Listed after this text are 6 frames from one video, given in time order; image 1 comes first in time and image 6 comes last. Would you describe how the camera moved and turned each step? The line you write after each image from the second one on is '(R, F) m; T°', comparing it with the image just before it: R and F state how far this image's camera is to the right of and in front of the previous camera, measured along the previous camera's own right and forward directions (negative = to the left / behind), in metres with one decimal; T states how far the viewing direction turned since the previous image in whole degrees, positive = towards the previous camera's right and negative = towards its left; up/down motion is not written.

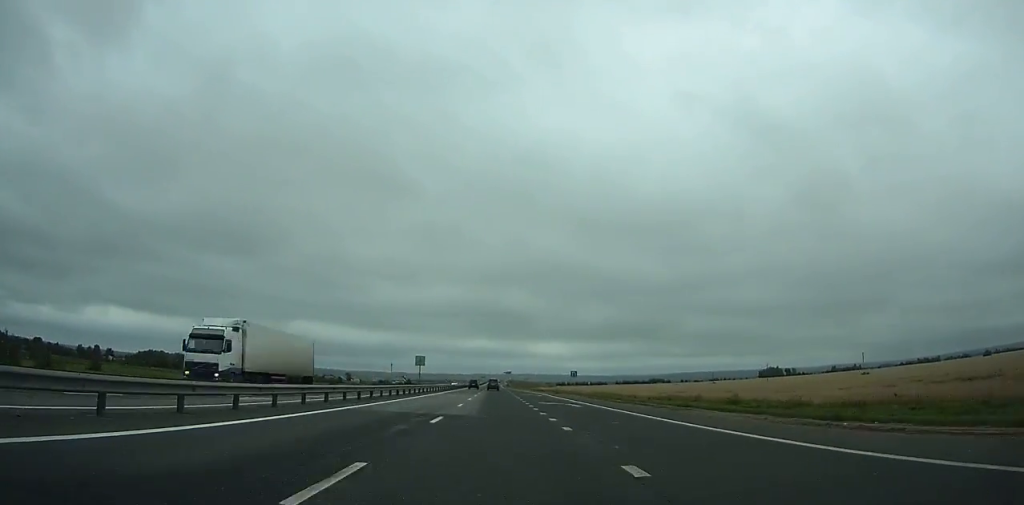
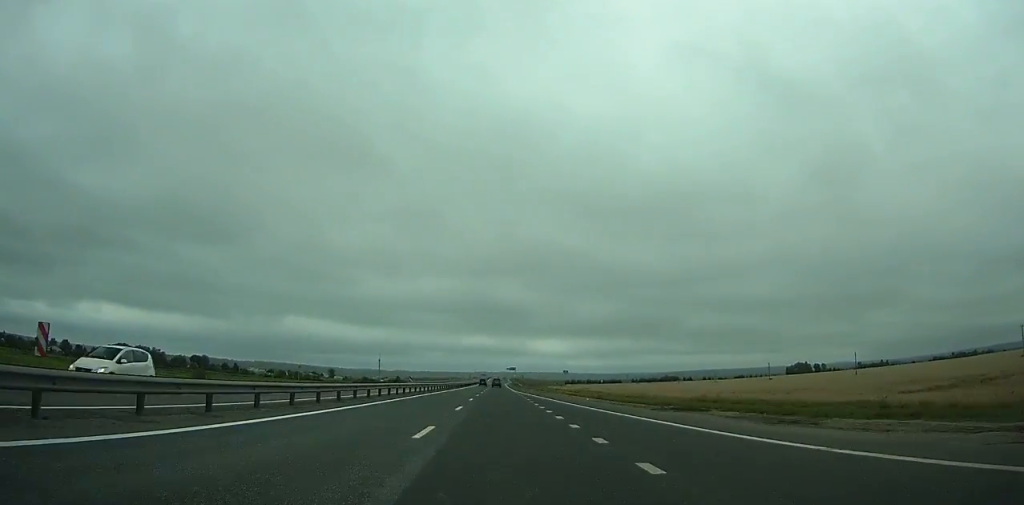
(-0.5, +77.7) m; 0°
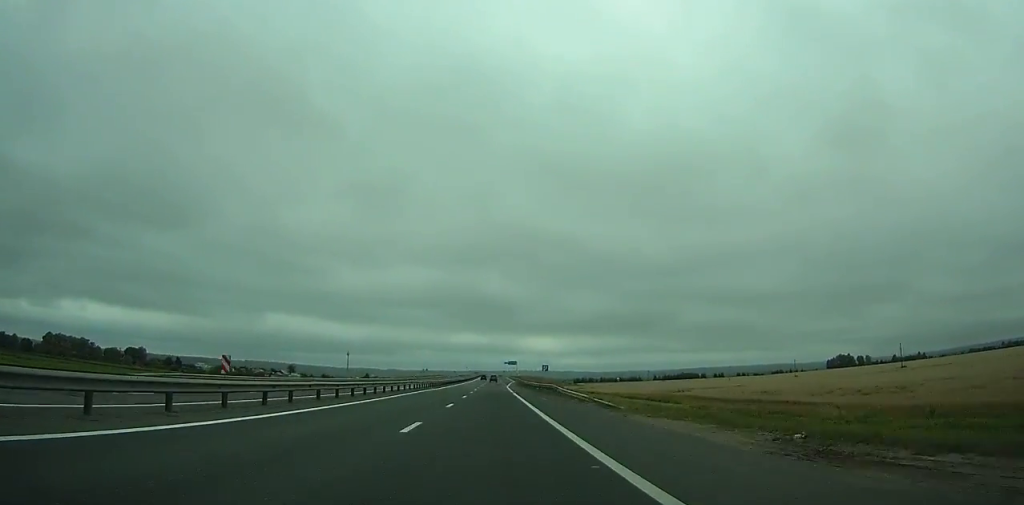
(+0.8, +108.3) m; +1°
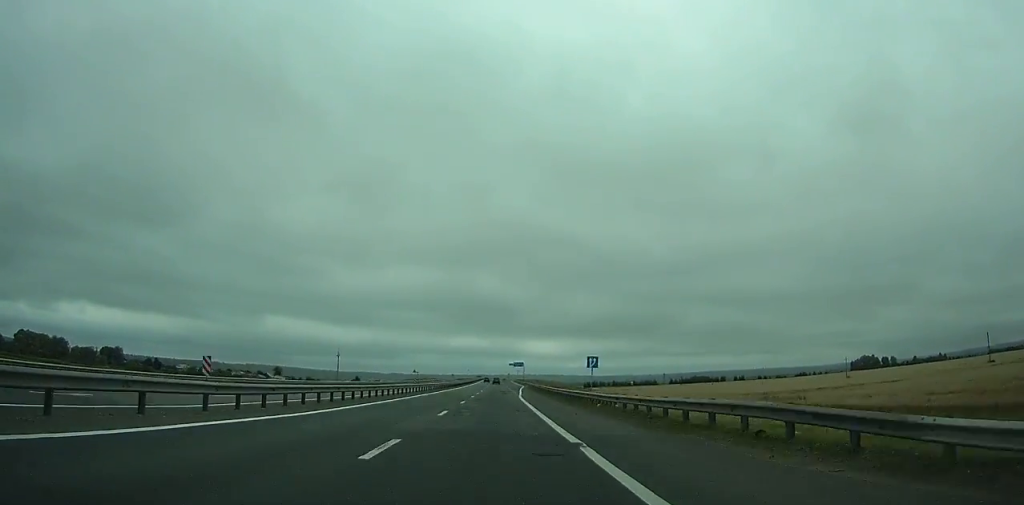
(0.0, +39.9) m; 0°
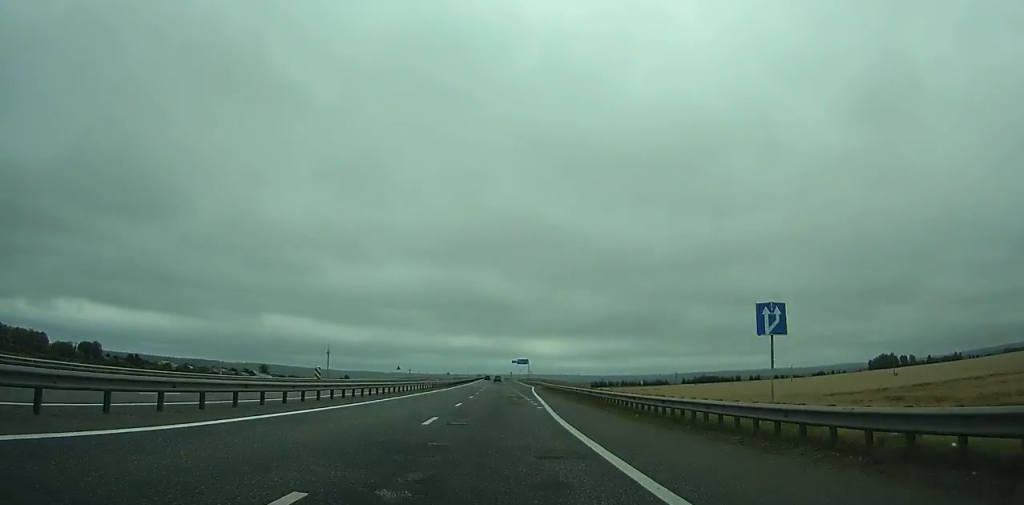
(0.0, +31.4) m; 0°
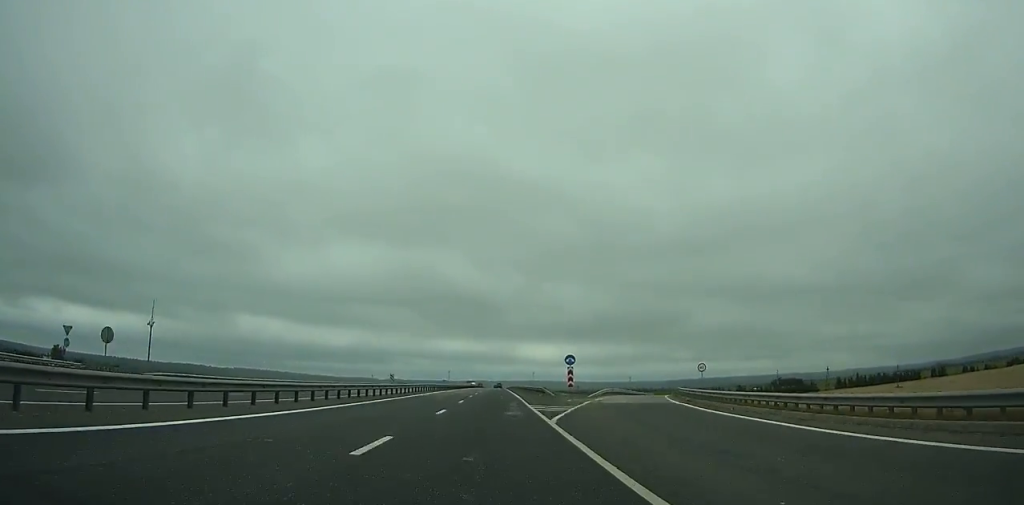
(+0.4, +223.8) m; 0°
